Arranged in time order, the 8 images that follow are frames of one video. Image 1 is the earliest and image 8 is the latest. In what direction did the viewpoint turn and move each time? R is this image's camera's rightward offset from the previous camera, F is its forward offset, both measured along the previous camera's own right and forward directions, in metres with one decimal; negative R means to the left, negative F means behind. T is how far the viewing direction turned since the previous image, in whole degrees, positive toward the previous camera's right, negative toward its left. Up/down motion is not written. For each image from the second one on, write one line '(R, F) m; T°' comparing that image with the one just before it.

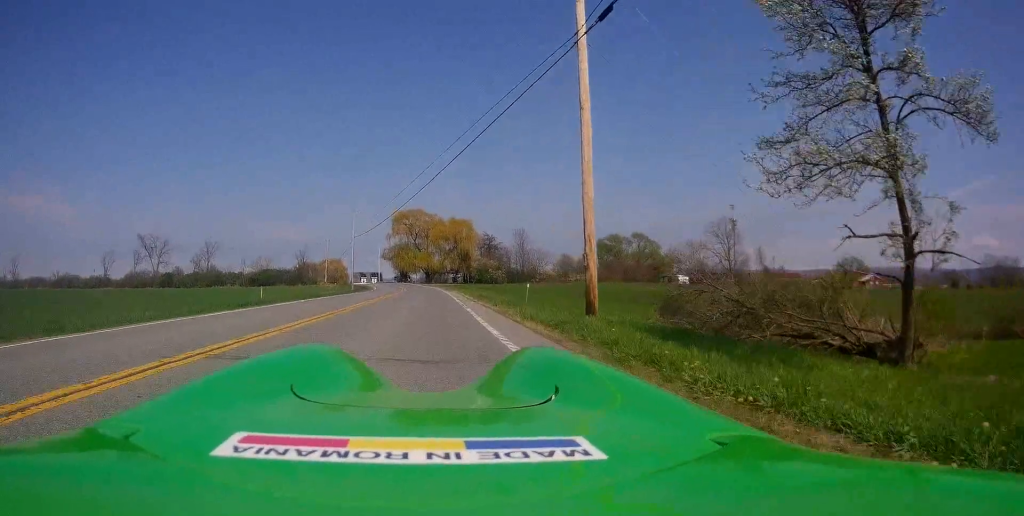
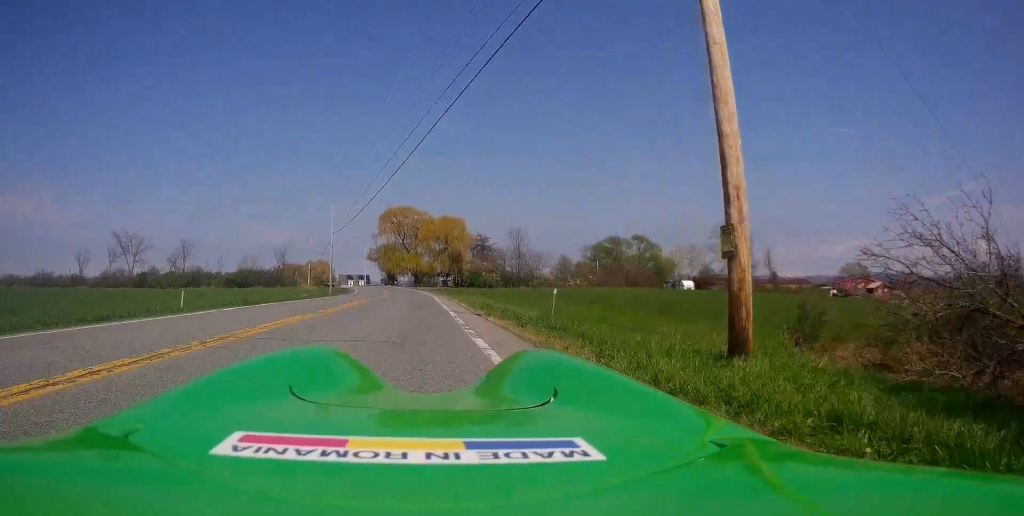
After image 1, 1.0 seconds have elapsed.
(+0.1, +8.1) m; +2°
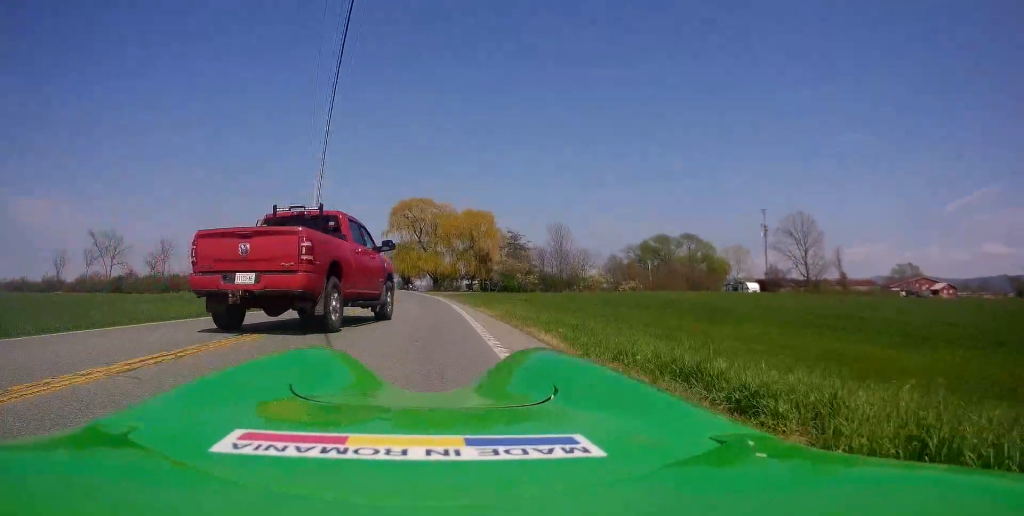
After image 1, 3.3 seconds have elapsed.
(+0.7, +19.1) m; -2°
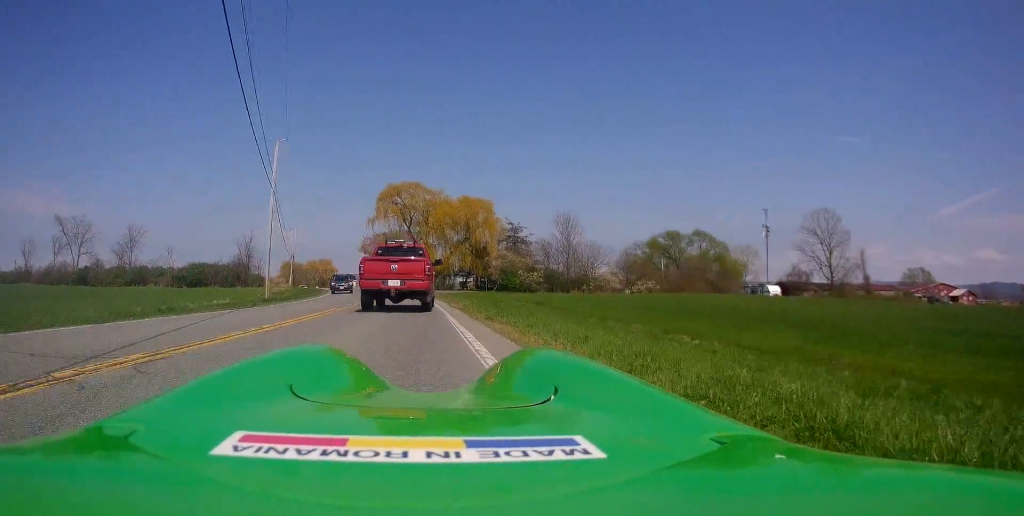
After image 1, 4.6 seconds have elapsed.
(-0.5, +10.2) m; 0°
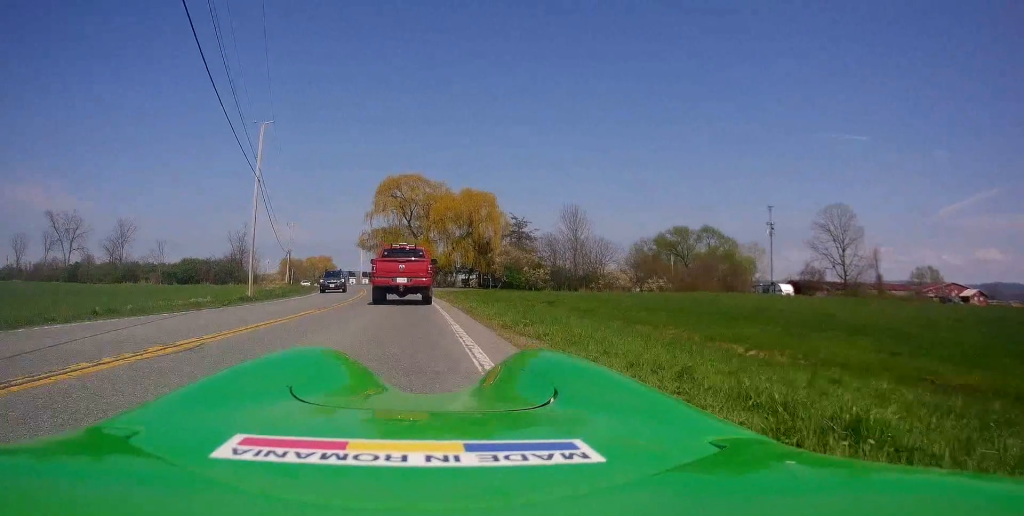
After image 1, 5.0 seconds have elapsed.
(+0.3, +3.4) m; 0°
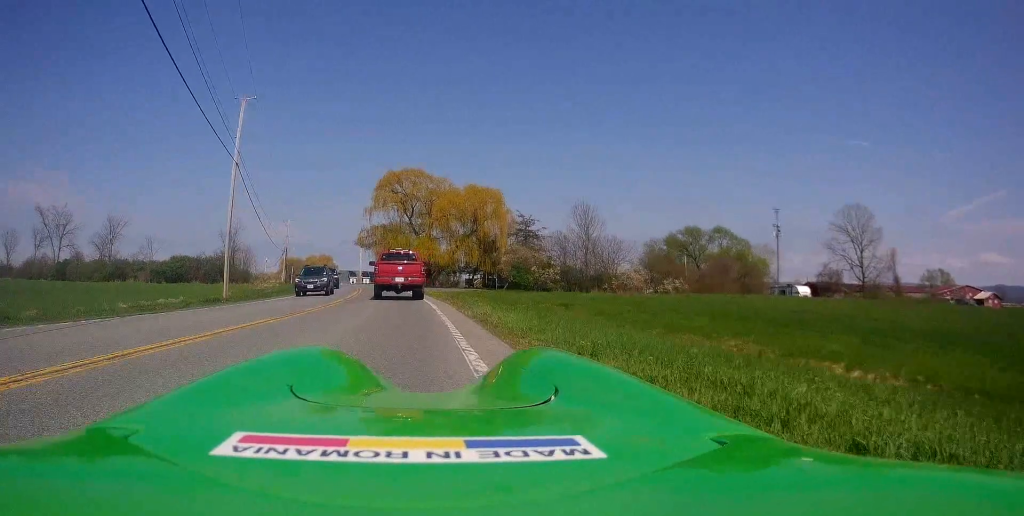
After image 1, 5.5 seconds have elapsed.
(+0.1, +4.4) m; -1°
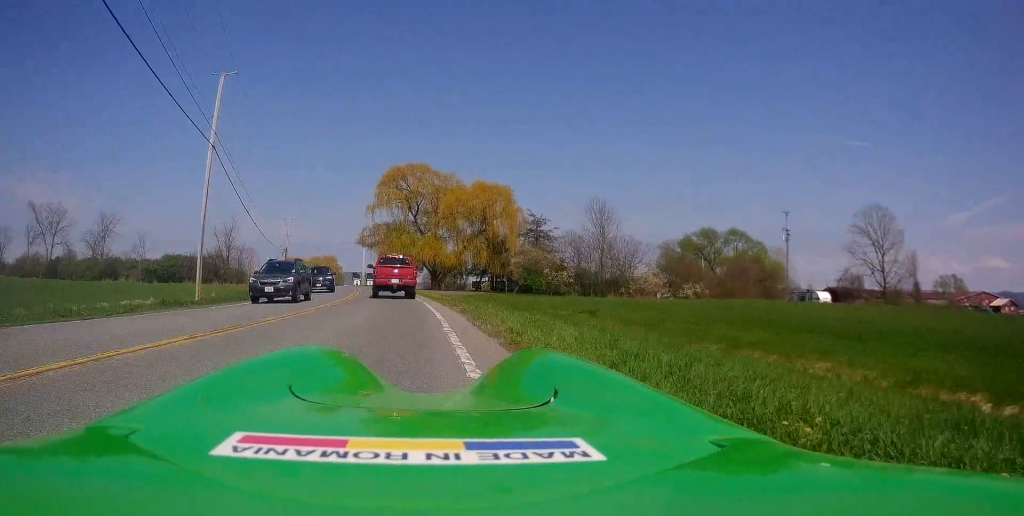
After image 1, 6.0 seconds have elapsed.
(-0.3, +4.1) m; -2°
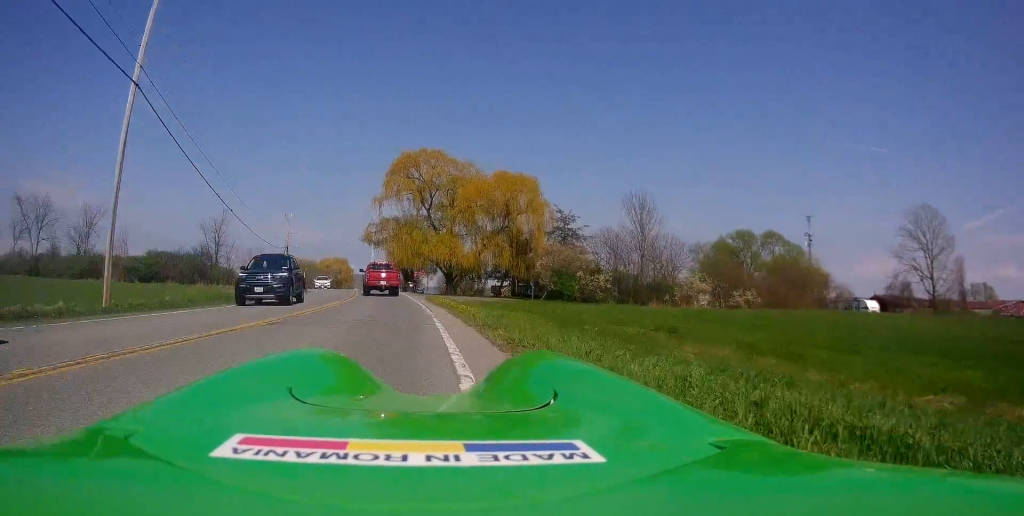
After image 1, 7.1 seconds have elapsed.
(-0.2, +8.5) m; +2°
